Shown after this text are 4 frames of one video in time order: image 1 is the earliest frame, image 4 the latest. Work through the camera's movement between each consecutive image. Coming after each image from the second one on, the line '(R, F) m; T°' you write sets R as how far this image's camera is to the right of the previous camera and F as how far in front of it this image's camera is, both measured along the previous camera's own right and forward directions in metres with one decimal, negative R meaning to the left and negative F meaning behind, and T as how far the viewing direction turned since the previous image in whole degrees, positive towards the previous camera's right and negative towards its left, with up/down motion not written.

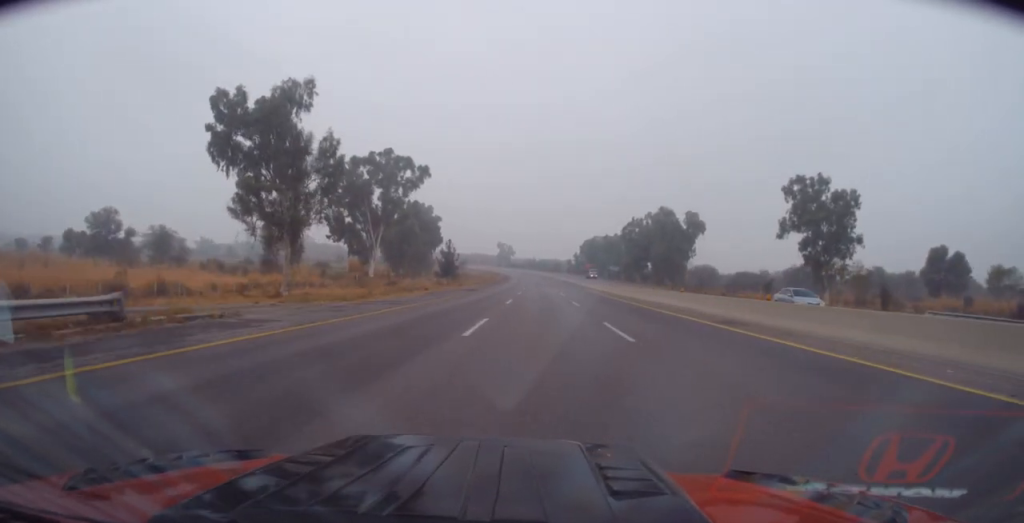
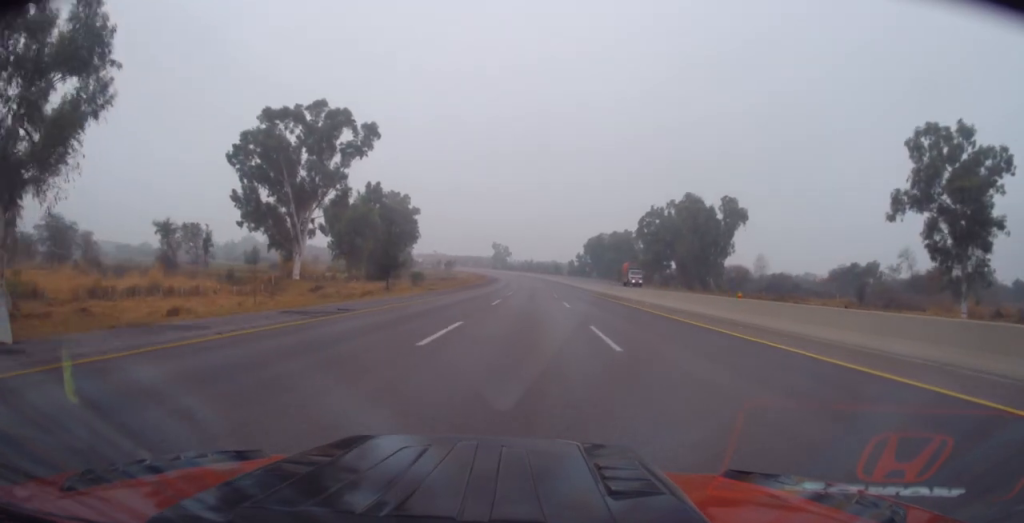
(+0.6, +37.5) m; +1°
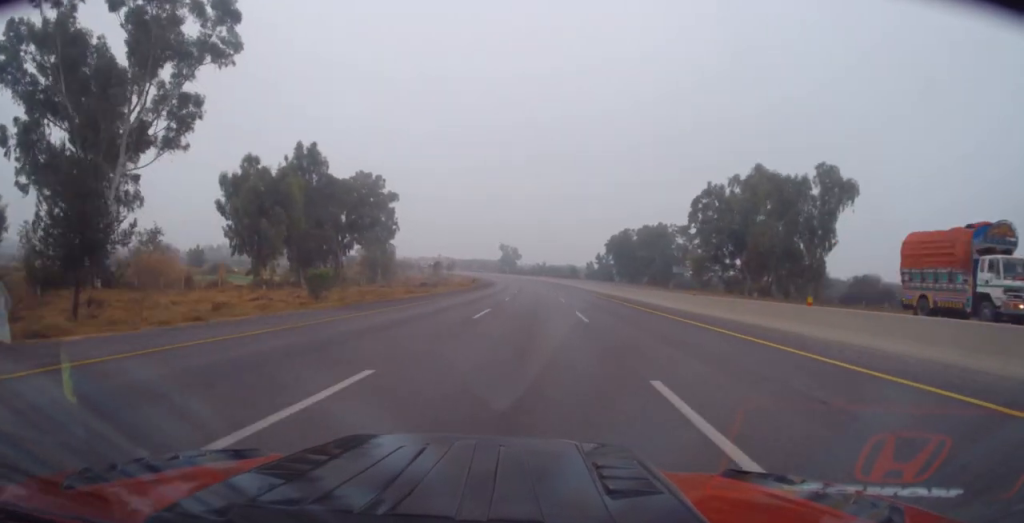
(-0.7, +44.4) m; -1°
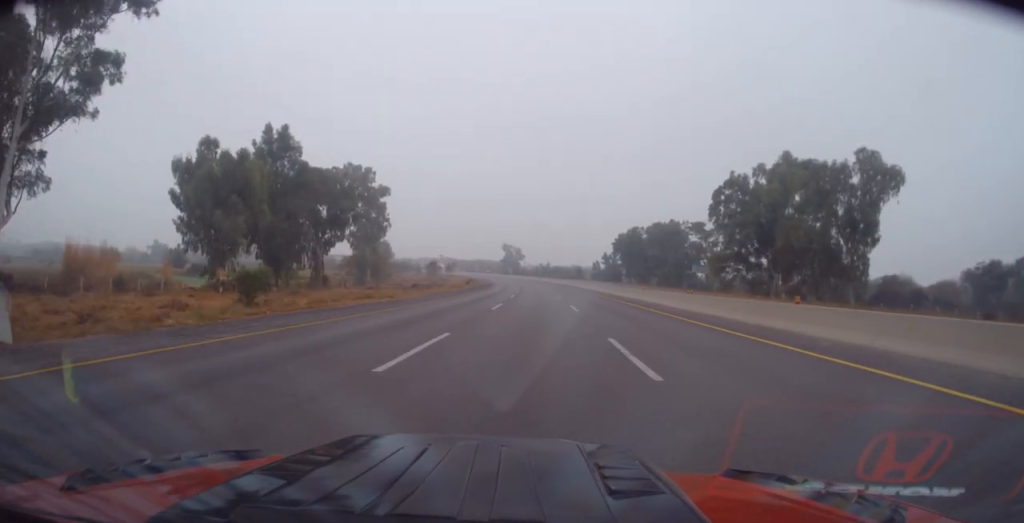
(0.0, +11.8) m; 0°
